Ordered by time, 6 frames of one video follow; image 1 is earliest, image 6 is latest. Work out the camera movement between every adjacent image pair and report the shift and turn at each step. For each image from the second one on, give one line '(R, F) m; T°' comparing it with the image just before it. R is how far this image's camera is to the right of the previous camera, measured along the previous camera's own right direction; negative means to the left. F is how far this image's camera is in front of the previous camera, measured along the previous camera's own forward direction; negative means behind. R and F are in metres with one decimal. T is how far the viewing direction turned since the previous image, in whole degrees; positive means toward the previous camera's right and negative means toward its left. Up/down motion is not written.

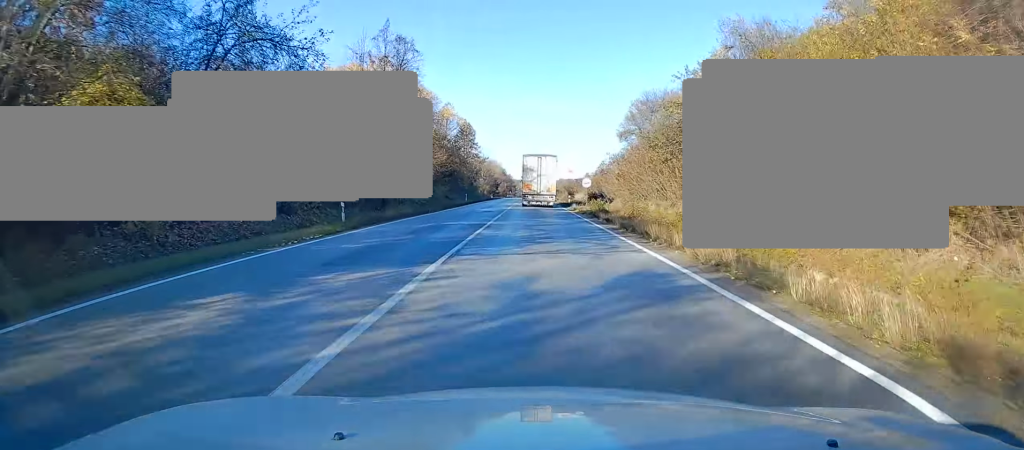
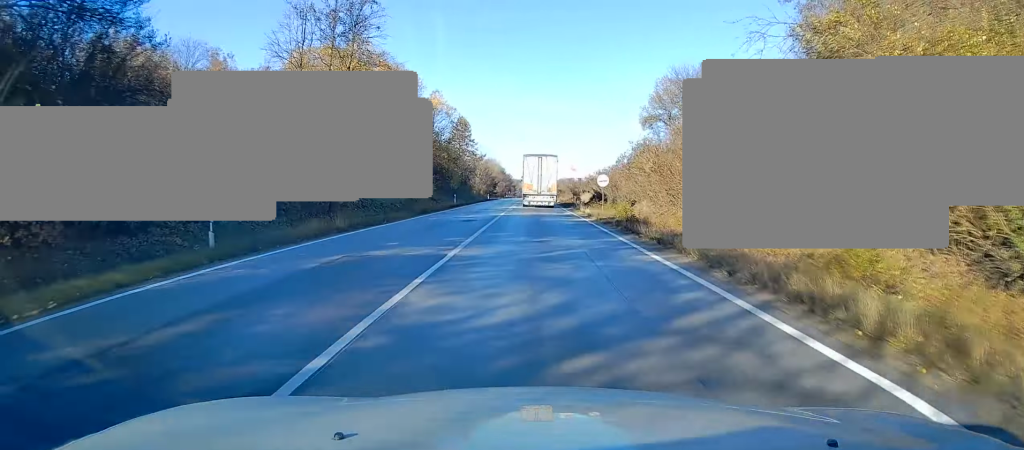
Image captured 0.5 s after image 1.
(-0.1, +10.9) m; 0°
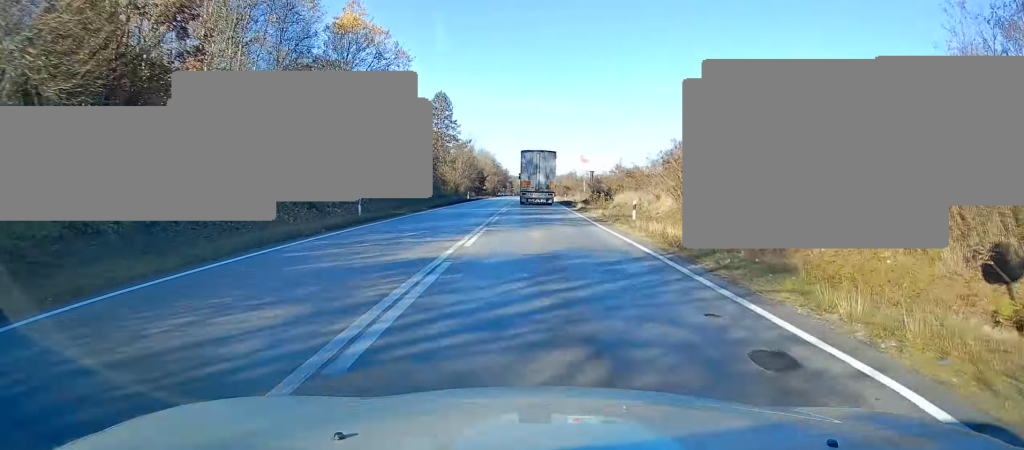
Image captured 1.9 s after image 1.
(+0.6, +34.6) m; +1°
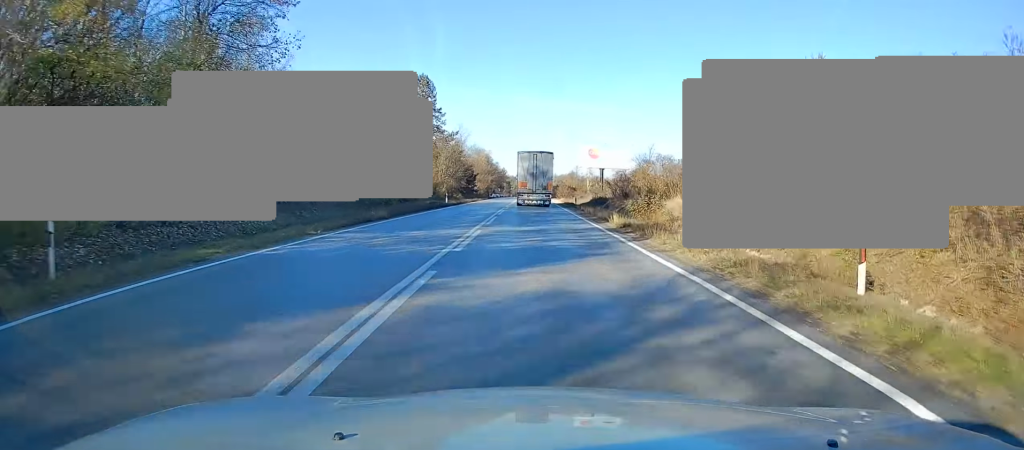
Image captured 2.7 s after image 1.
(0.0, +19.0) m; 0°
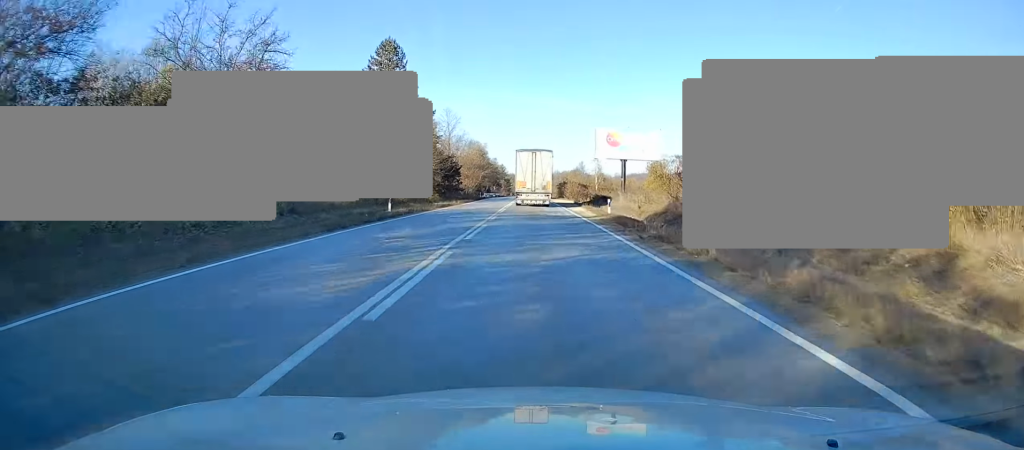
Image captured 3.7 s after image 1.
(-0.1, +24.0) m; 0°
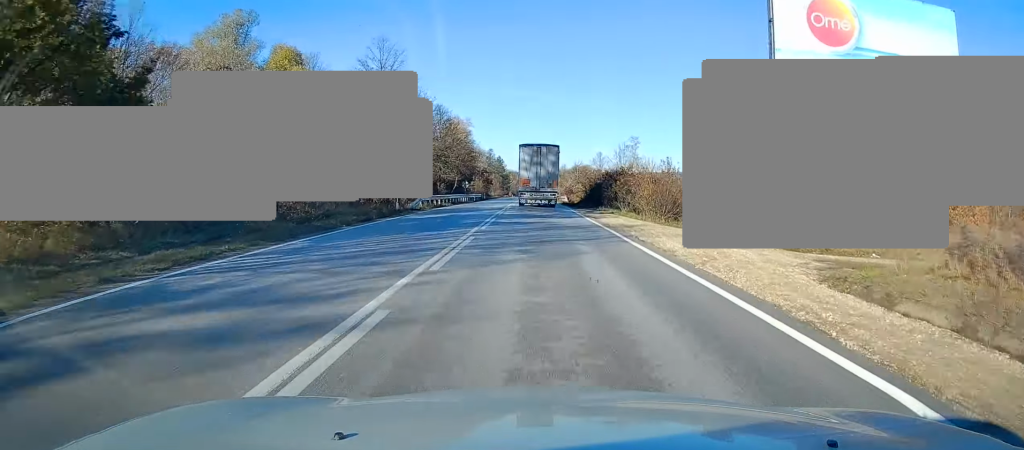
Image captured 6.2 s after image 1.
(-0.2, +59.9) m; 0°
